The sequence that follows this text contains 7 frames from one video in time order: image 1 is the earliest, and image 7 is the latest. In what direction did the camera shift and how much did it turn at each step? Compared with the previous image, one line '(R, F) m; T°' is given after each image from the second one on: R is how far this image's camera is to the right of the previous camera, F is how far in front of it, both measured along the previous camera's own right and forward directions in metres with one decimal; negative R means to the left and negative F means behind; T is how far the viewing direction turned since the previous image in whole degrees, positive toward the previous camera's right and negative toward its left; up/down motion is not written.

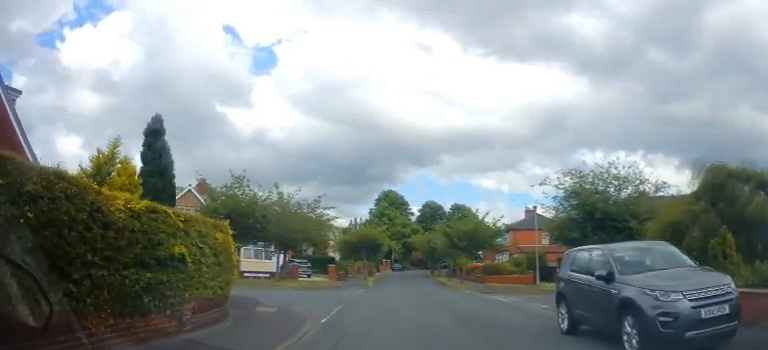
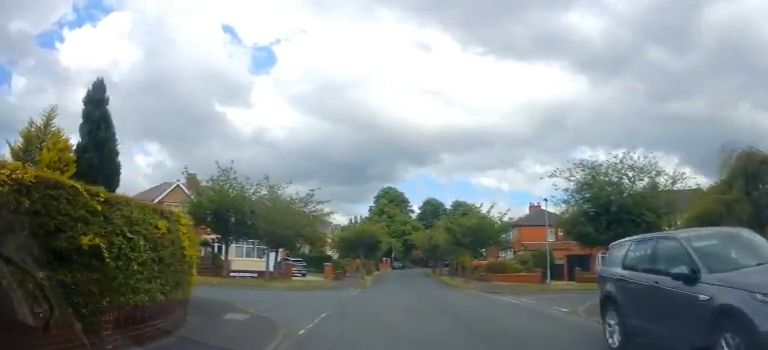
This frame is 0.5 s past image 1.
(+0.1, +2.5) m; -3°
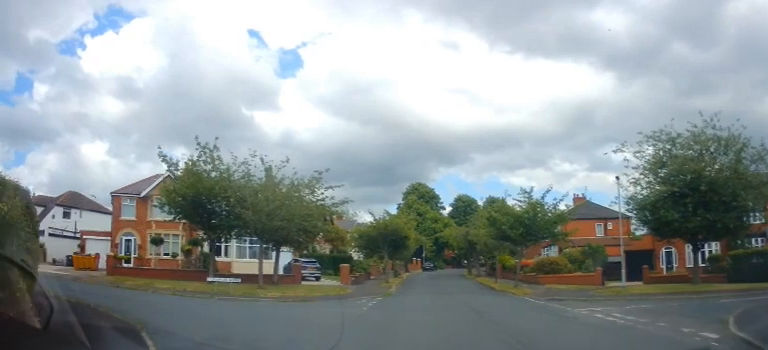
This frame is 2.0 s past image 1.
(-0.4, +6.7) m; -4°
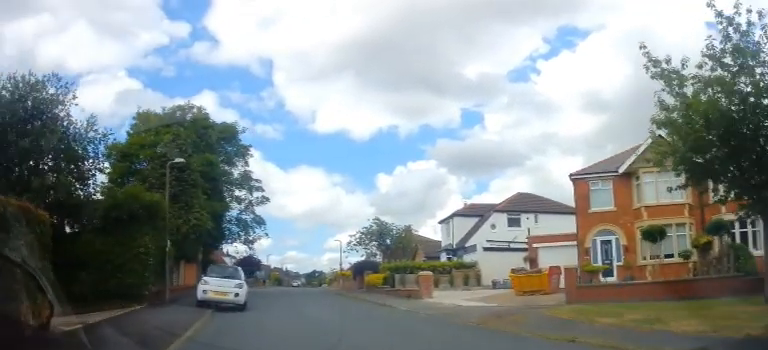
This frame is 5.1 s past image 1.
(-5.4, +11.0) m; -58°
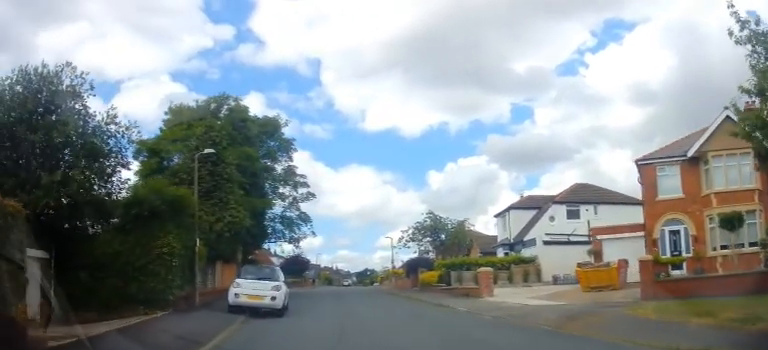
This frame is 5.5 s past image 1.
(+0.1, +1.7) m; -7°
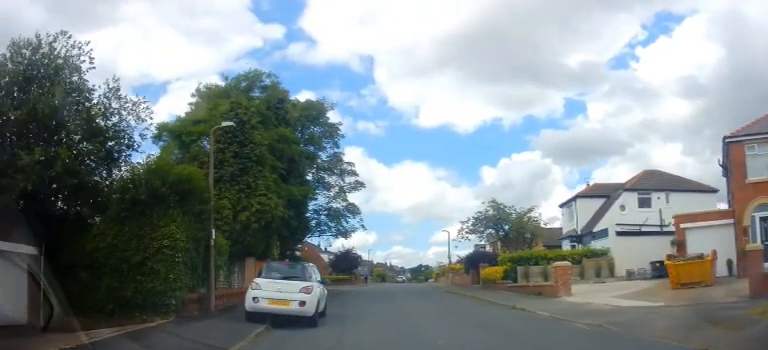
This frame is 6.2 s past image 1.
(-0.4, +2.9) m; -7°
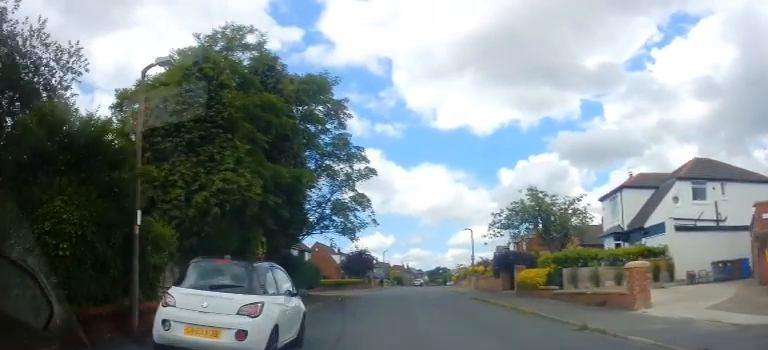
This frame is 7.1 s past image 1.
(-0.3, +4.4) m; -4°
